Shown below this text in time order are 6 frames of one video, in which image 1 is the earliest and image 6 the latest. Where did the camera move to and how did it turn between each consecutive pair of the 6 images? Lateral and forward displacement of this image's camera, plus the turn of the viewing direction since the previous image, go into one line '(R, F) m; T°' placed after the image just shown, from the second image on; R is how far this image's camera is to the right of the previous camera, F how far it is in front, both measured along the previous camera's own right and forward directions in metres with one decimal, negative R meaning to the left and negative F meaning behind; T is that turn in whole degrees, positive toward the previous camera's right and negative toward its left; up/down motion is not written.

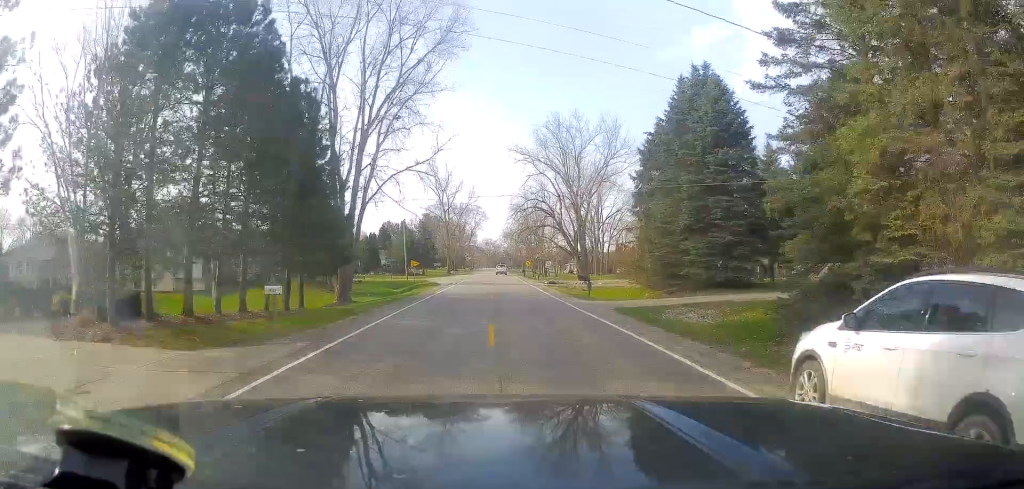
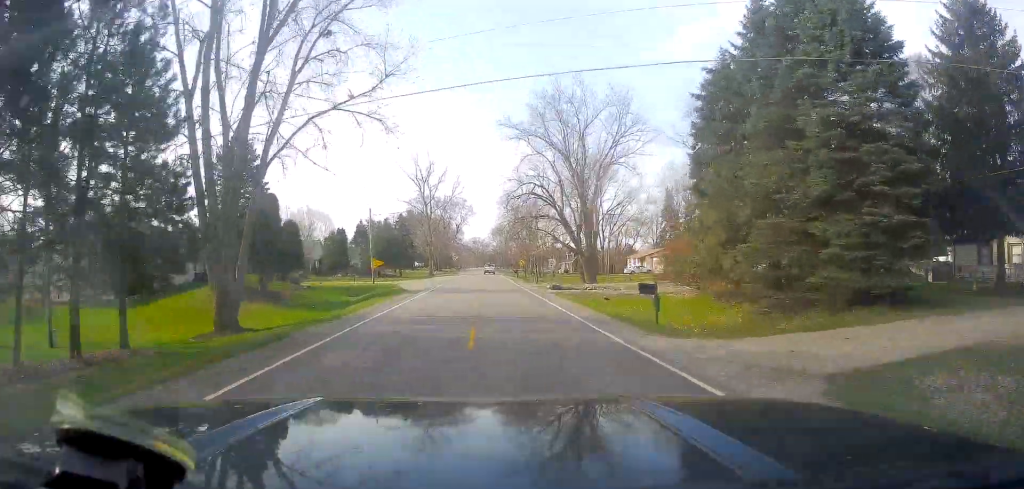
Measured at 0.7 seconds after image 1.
(-0.5, +15.7) m; 0°
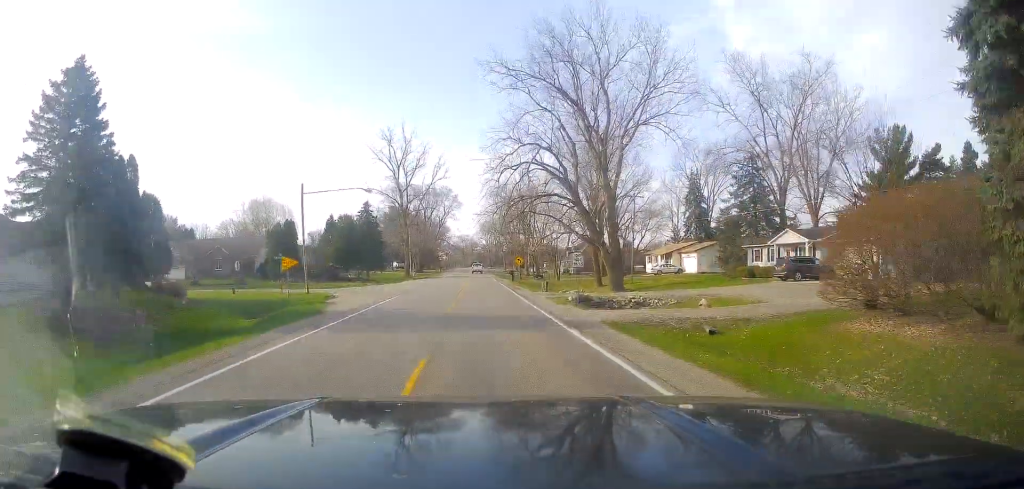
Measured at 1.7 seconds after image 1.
(+0.7, +20.7) m; +2°
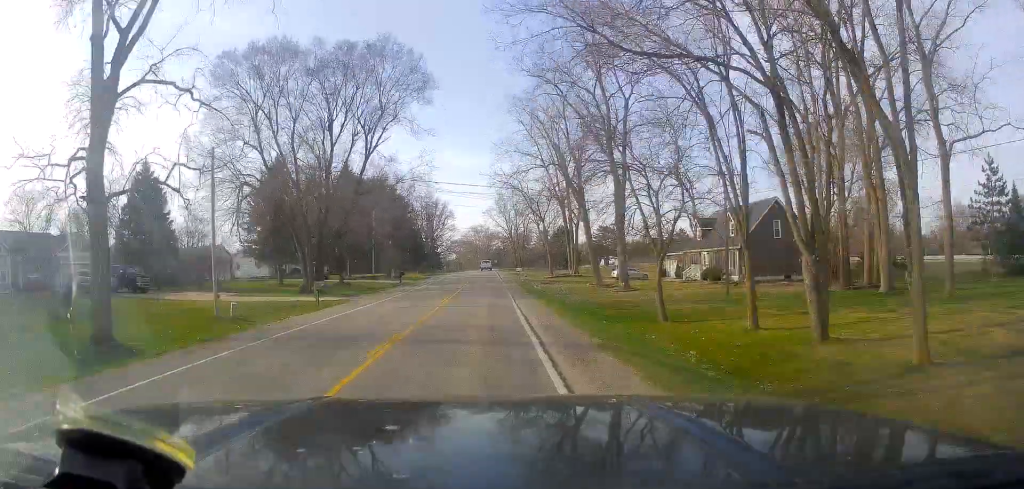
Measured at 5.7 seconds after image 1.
(0.0, +87.4) m; -1°
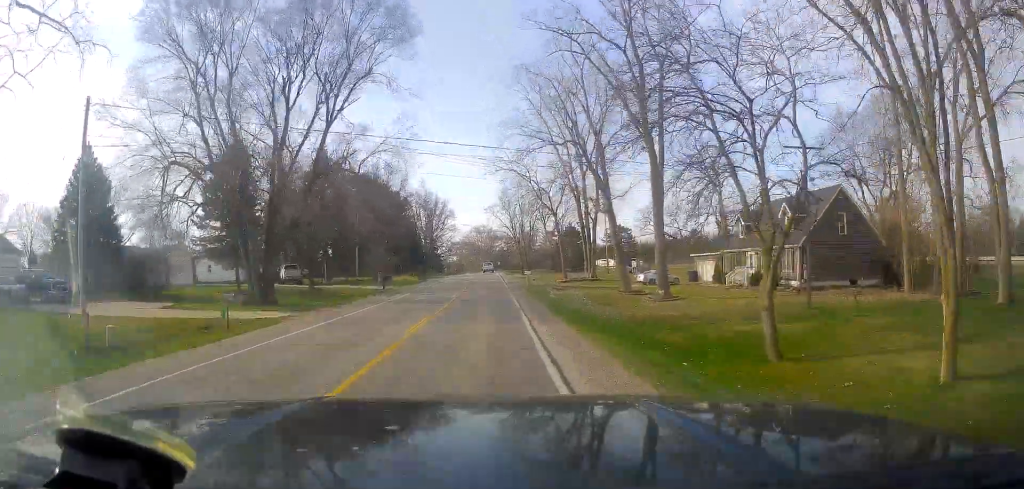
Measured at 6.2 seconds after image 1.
(-0.2, +10.9) m; 0°
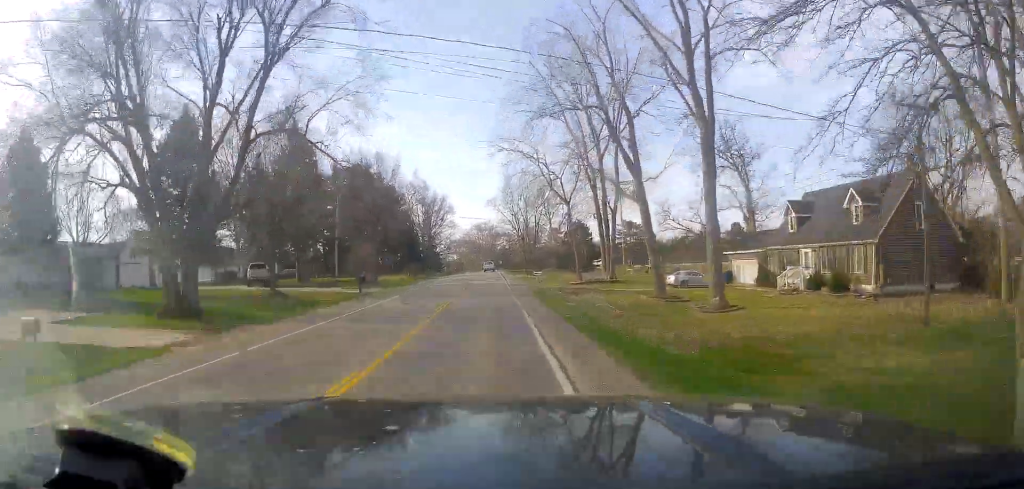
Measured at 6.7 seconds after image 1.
(-0.2, +9.4) m; 0°
